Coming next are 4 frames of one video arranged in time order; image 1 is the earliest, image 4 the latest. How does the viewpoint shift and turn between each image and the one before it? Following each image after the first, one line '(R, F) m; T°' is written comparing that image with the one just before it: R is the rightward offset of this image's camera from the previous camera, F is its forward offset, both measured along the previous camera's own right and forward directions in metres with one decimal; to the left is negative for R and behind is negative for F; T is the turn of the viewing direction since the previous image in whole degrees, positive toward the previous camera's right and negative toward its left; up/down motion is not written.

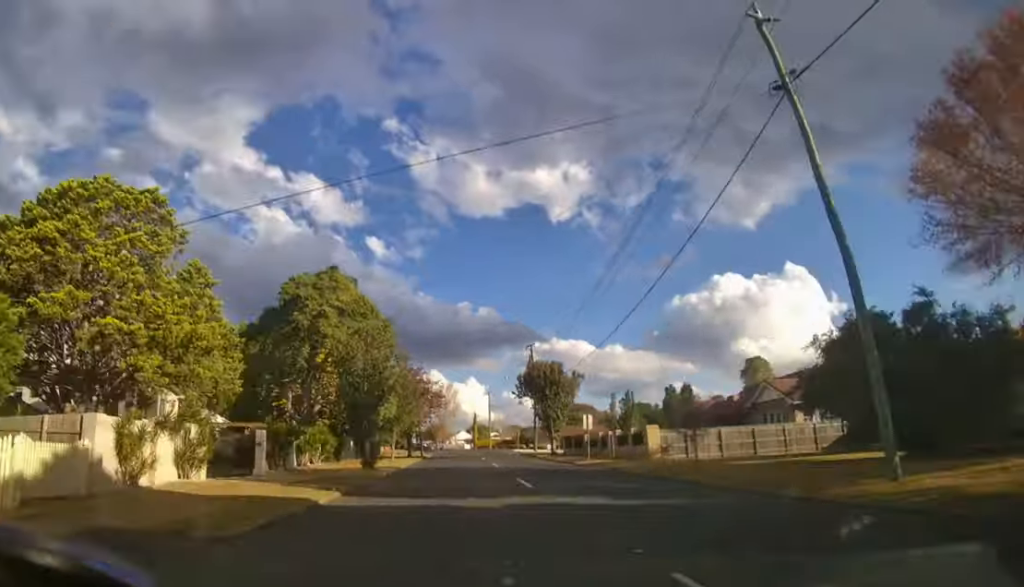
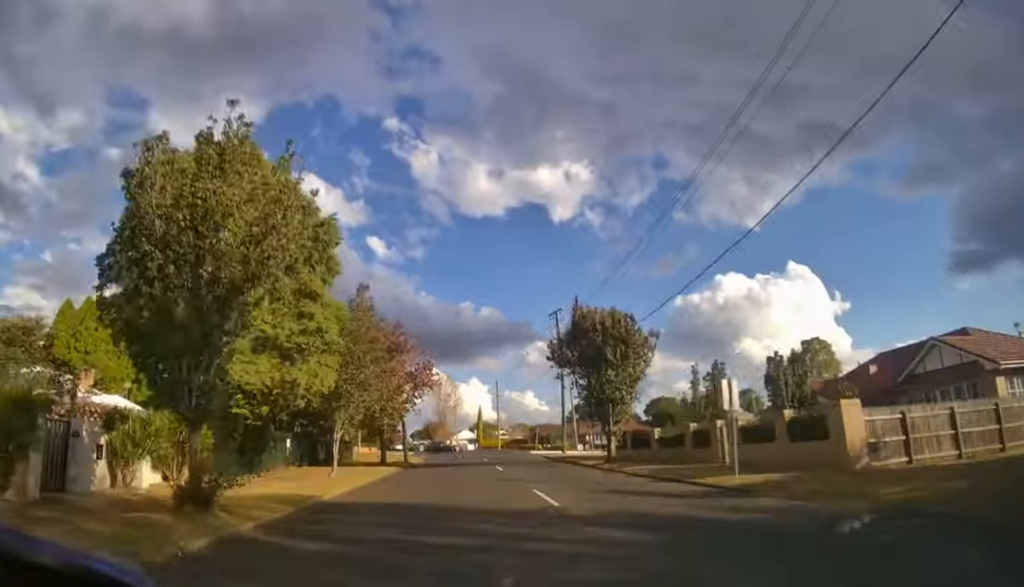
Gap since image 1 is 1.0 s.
(-0.1, +15.4) m; 0°
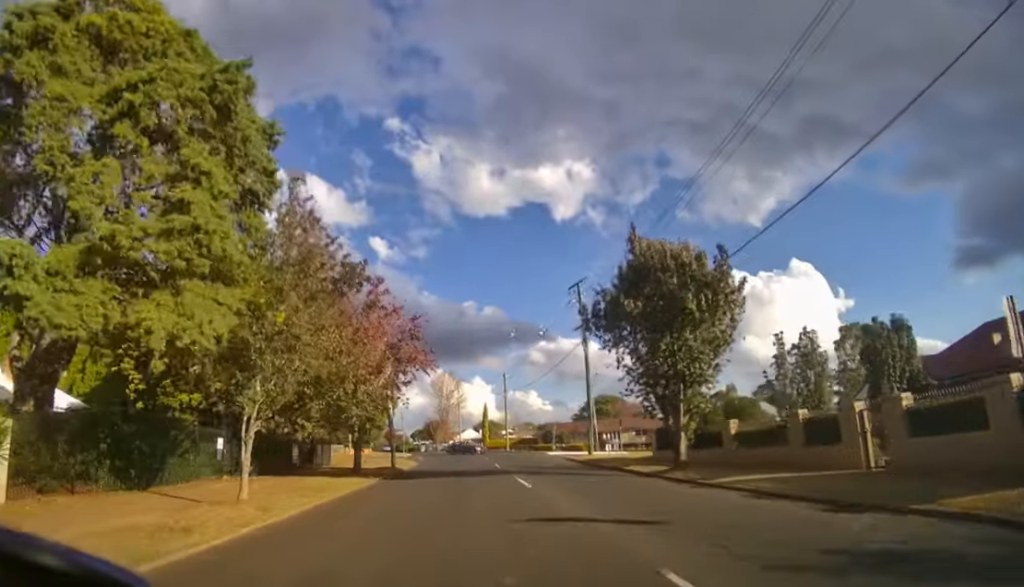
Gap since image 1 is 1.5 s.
(0.0, +7.7) m; 0°
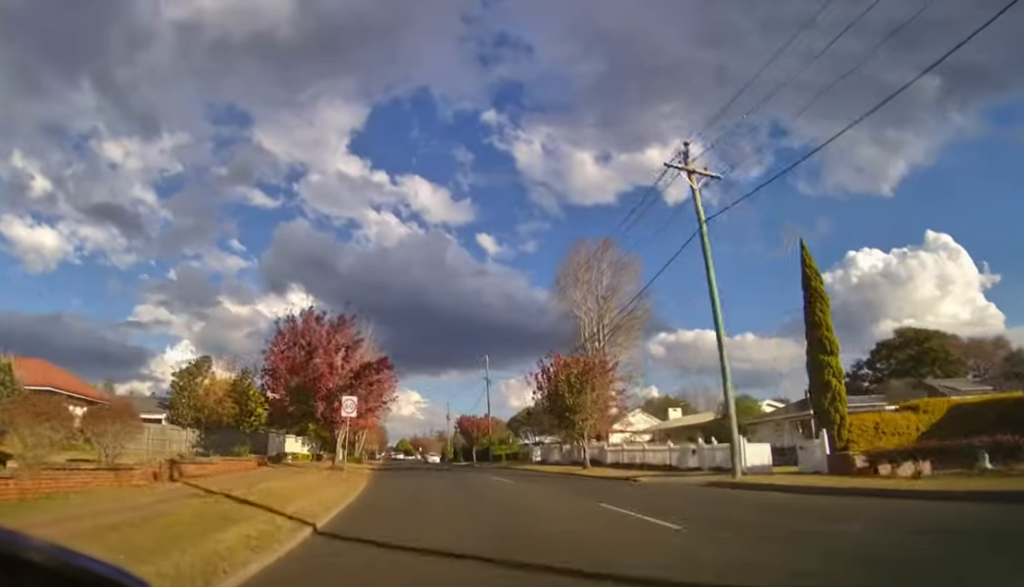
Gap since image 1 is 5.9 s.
(-3.7, +67.4) m; -11°
